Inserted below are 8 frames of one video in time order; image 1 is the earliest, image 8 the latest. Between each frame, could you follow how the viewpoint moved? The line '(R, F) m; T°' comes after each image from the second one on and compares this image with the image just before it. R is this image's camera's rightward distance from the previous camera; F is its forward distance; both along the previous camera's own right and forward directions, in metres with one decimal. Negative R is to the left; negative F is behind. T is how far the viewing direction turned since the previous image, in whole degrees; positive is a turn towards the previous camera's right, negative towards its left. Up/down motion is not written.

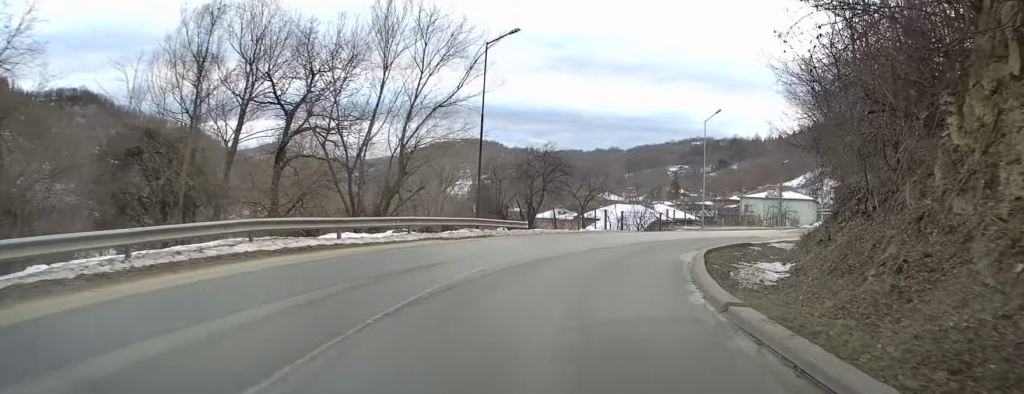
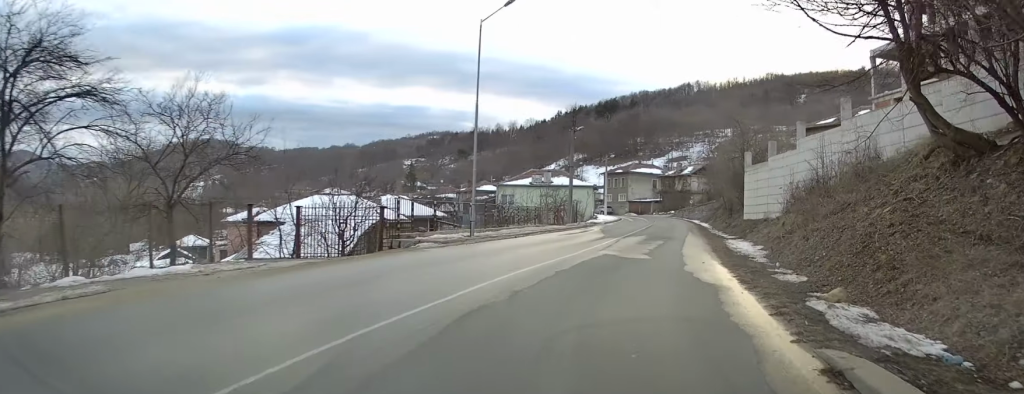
(+4.3, +23.1) m; +21°
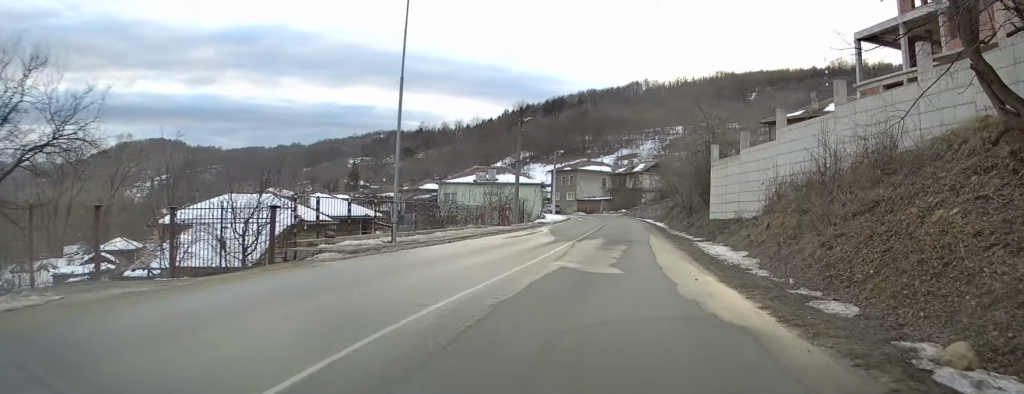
(0.0, +4.4) m; +4°
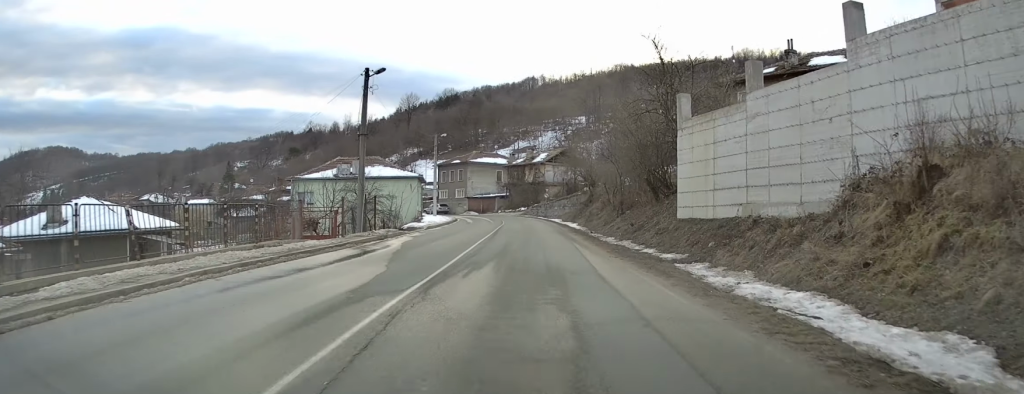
(+1.5, +15.9) m; +8°
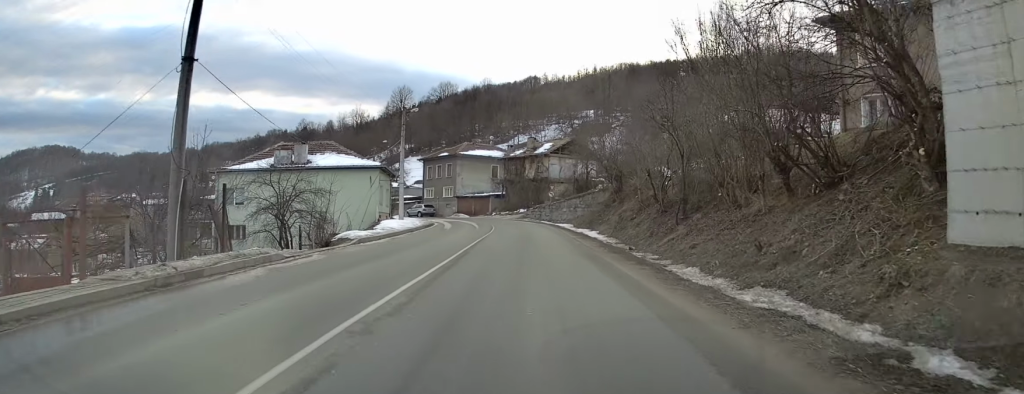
(+0.4, +15.6) m; 0°
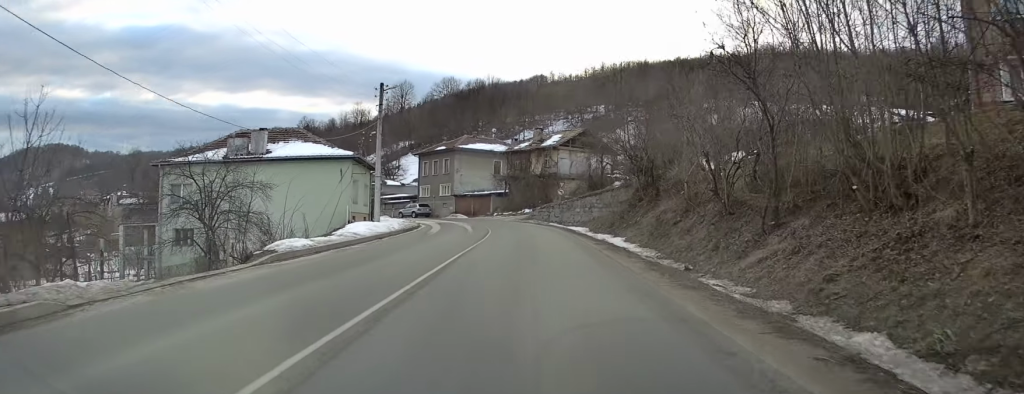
(-0.1, +8.6) m; -1°
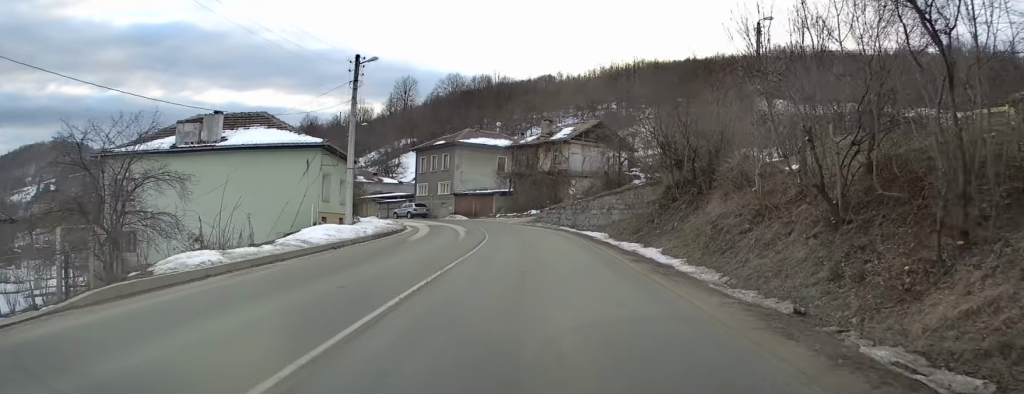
(-0.1, +7.0) m; -1°
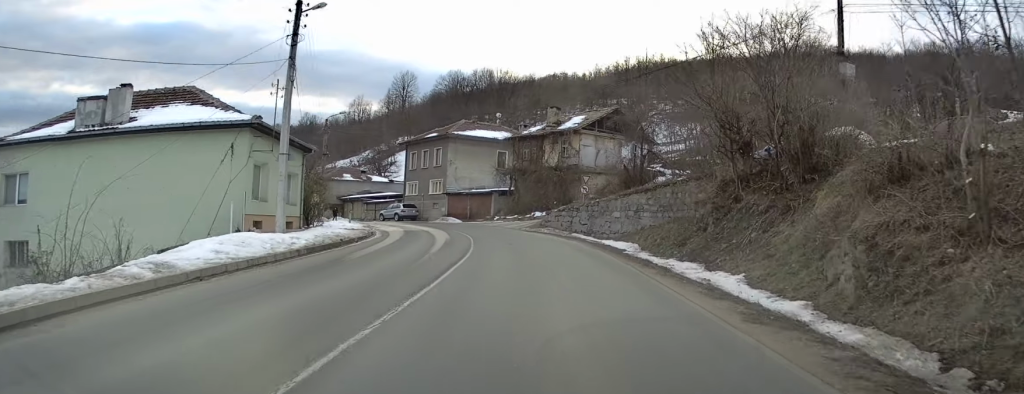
(-0.1, +8.6) m; -1°
